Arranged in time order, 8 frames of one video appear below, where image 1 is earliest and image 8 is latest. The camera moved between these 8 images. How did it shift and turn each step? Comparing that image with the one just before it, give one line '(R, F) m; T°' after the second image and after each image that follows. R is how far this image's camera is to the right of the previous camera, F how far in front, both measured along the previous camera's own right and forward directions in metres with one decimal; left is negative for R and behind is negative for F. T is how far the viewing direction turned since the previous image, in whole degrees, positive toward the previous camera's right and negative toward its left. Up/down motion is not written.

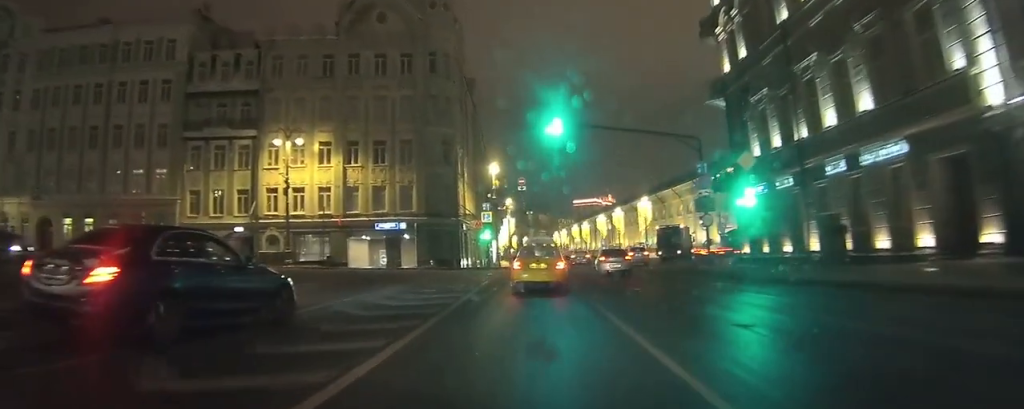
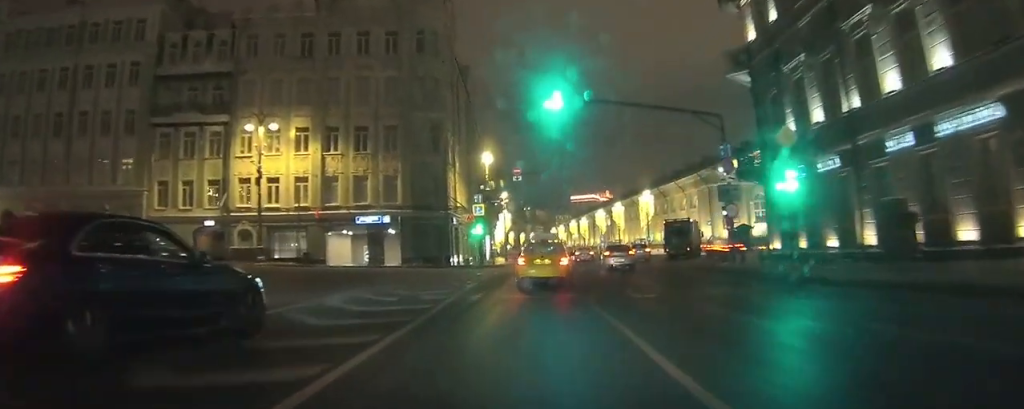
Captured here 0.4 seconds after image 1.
(0.0, +4.9) m; 0°
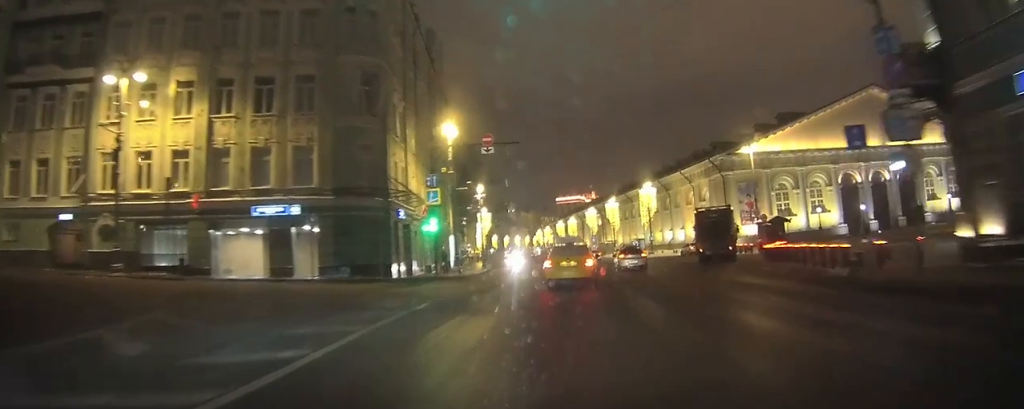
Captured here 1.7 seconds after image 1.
(+0.1, +15.7) m; +2°
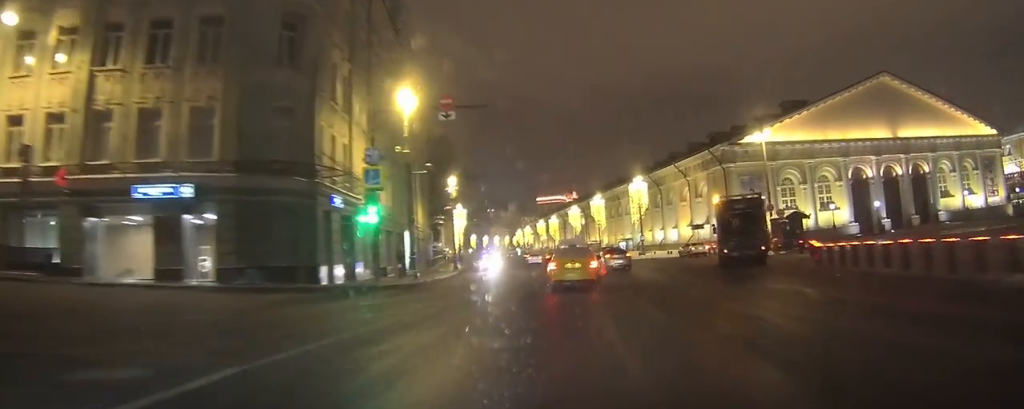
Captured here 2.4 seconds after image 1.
(+0.1, +9.0) m; +1°
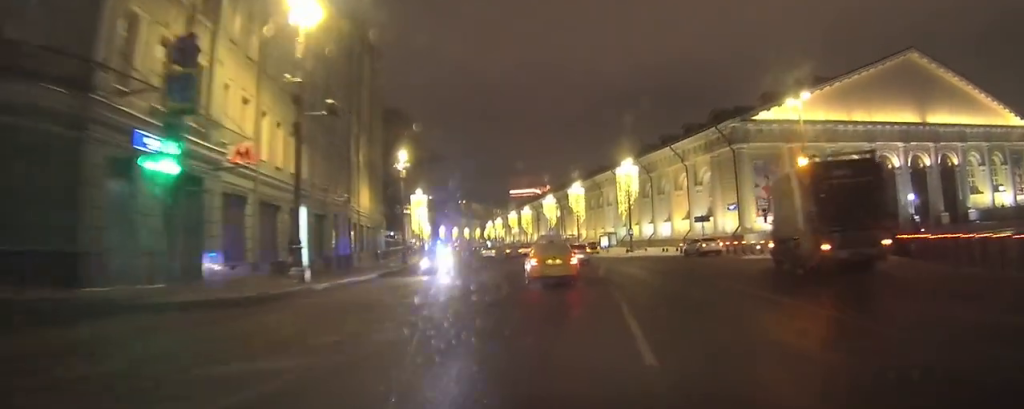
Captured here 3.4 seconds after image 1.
(+0.2, +13.8) m; 0°
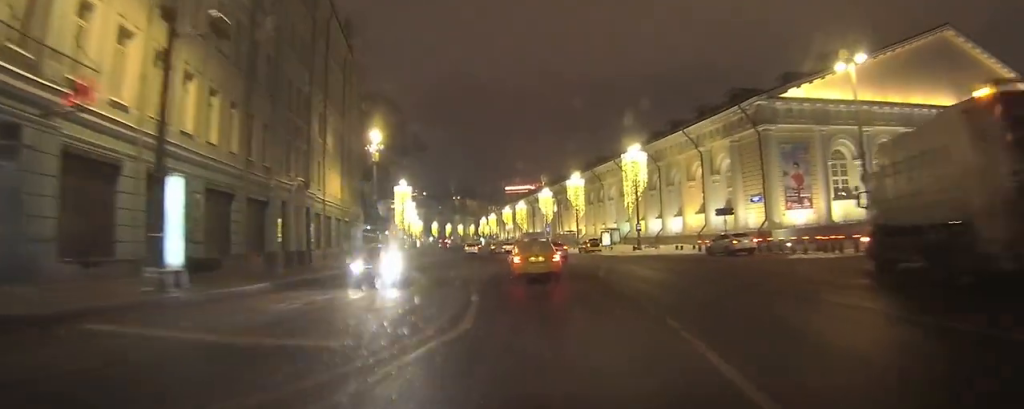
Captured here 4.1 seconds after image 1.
(-0.1, +9.3) m; -1°
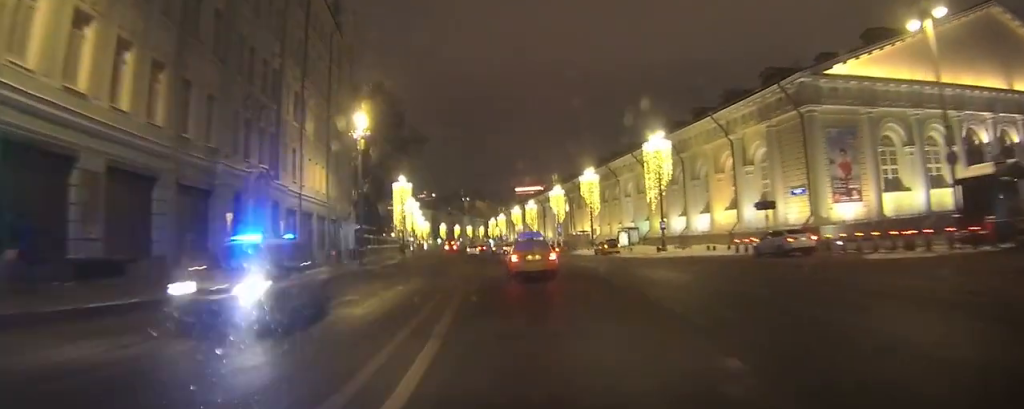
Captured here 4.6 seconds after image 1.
(0.0, +8.0) m; -1°
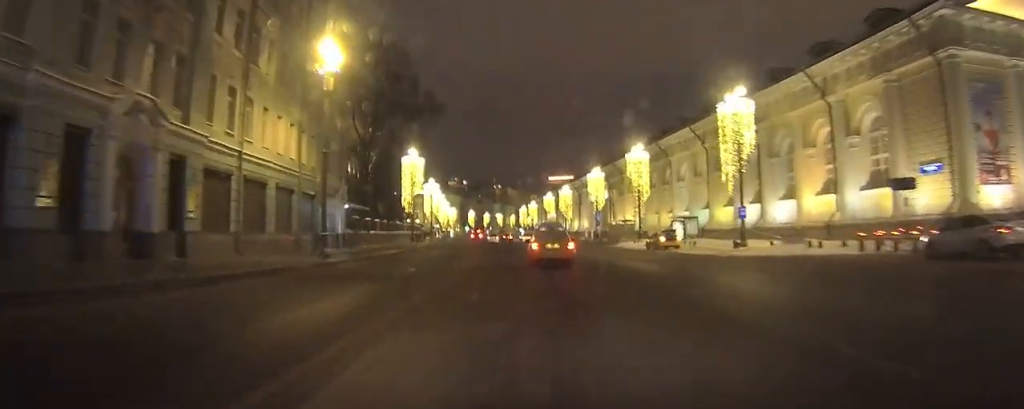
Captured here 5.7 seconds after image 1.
(-0.3, +15.0) m; -2°
